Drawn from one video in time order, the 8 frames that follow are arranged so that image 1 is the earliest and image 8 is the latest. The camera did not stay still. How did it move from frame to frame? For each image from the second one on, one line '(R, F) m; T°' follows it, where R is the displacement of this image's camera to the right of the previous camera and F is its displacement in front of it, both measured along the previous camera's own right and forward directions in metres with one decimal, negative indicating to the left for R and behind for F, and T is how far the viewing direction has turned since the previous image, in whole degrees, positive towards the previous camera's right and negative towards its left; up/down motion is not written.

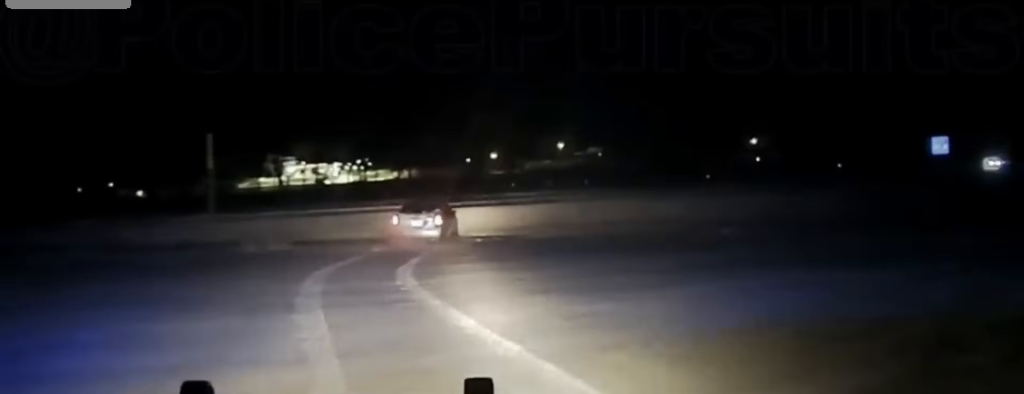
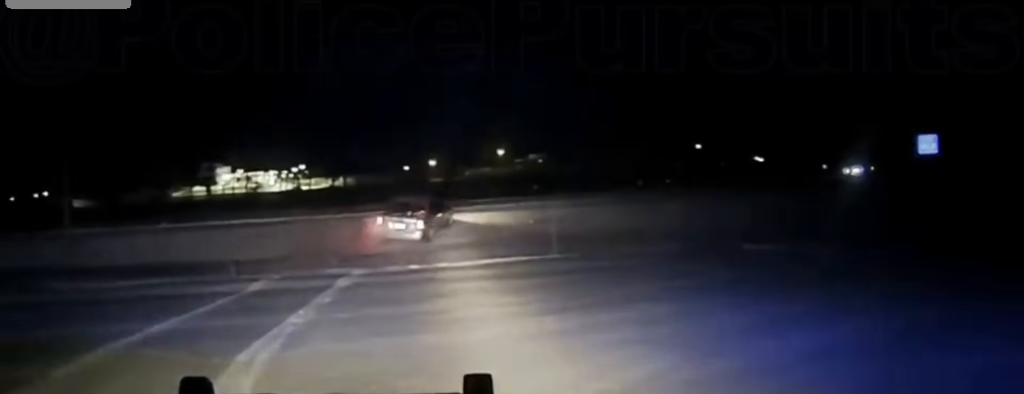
(+0.6, +9.7) m; +2°
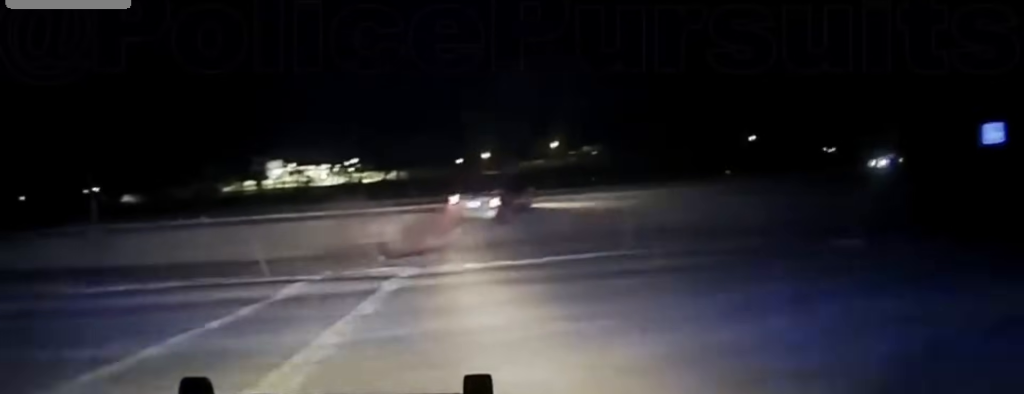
(-0.1, +2.0) m; -2°
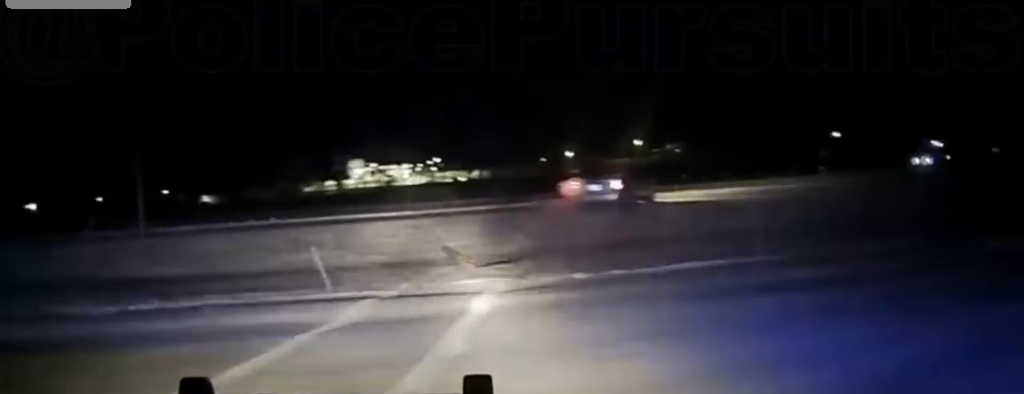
(0.0, +2.5) m; -3°
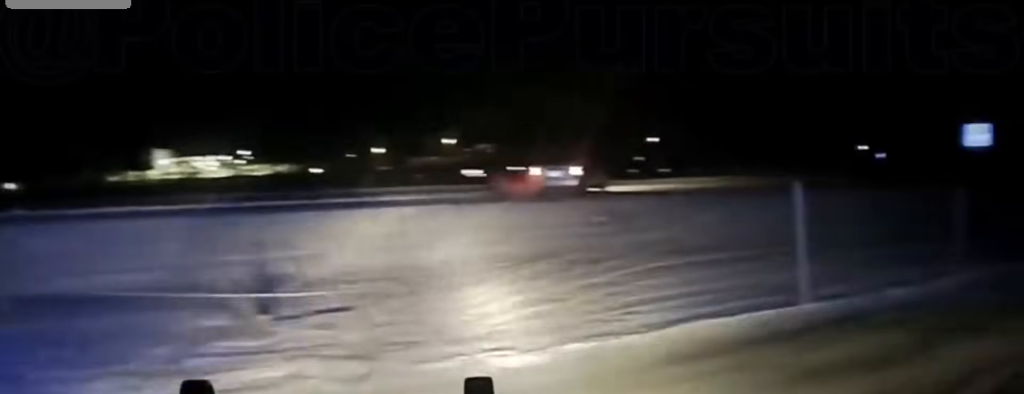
(+1.4, +7.4) m; +46°
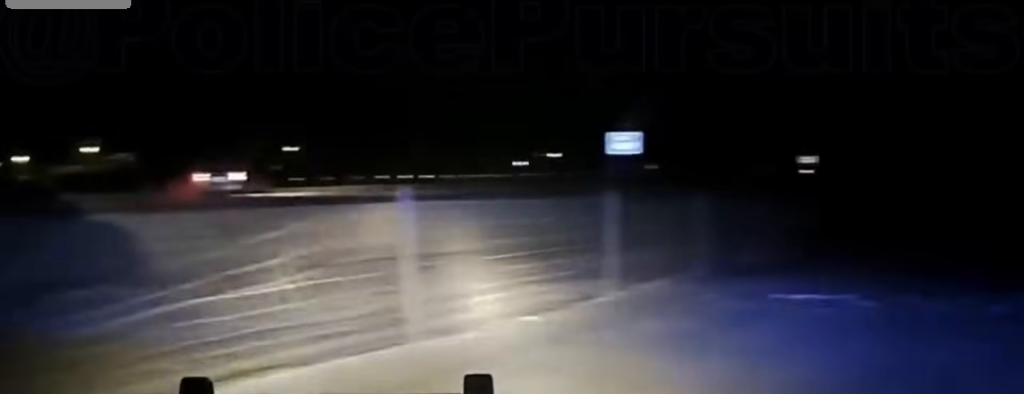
(+0.6, +2.1) m; +21°
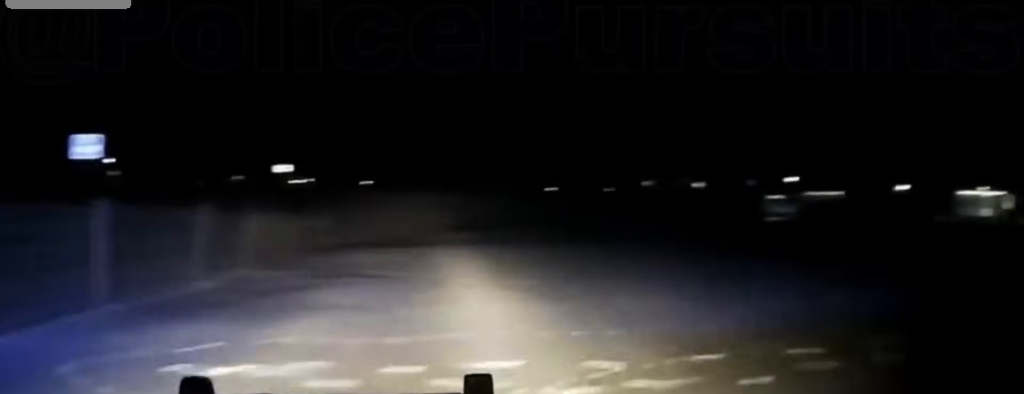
(+0.7, +4.0) m; +15°
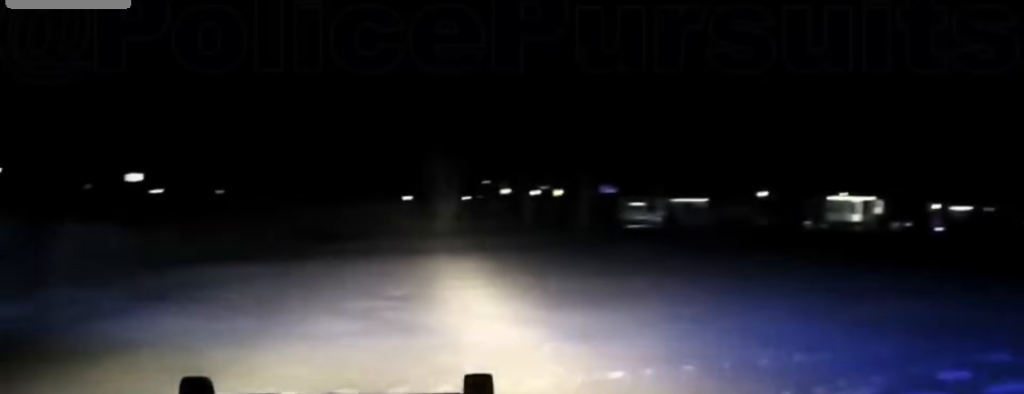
(0.0, +2.1) m; +3°
